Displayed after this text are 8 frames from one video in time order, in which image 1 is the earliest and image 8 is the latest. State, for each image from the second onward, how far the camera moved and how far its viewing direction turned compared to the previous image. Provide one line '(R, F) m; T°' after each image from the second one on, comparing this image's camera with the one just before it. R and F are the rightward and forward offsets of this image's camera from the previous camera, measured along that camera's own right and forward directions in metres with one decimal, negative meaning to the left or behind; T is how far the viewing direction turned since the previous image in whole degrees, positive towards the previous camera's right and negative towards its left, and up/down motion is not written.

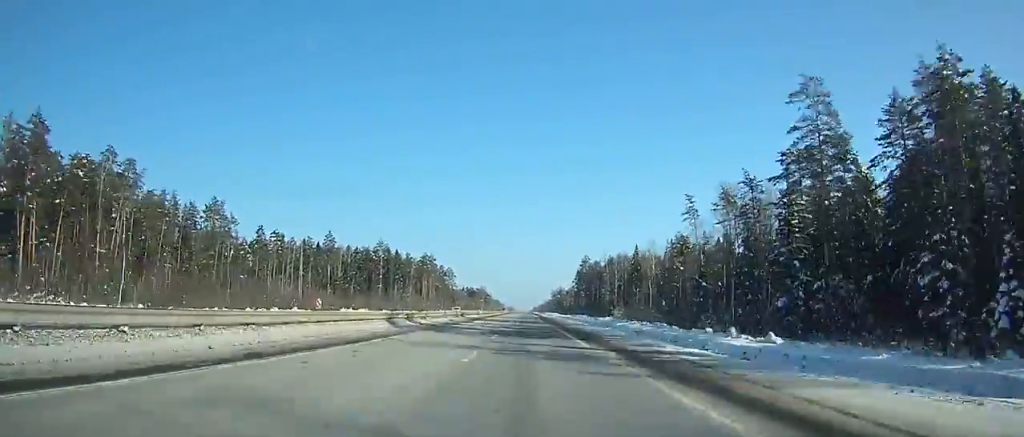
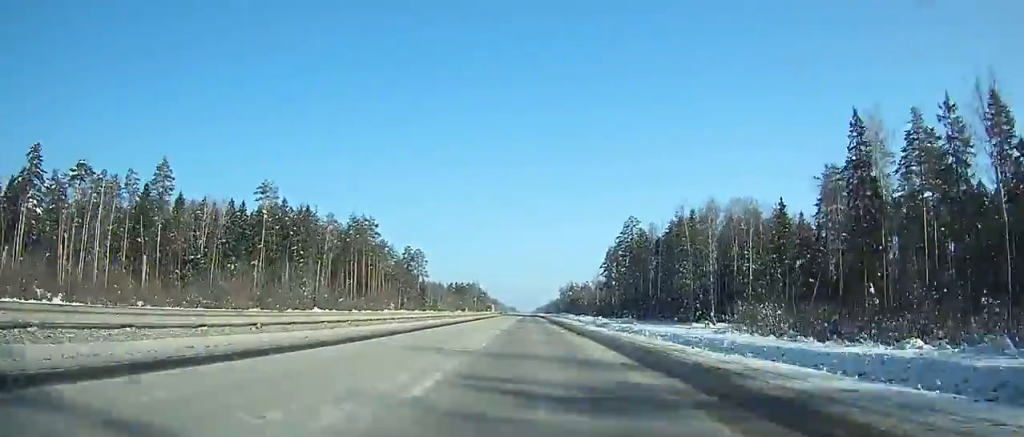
(+0.5, +113.6) m; -2°
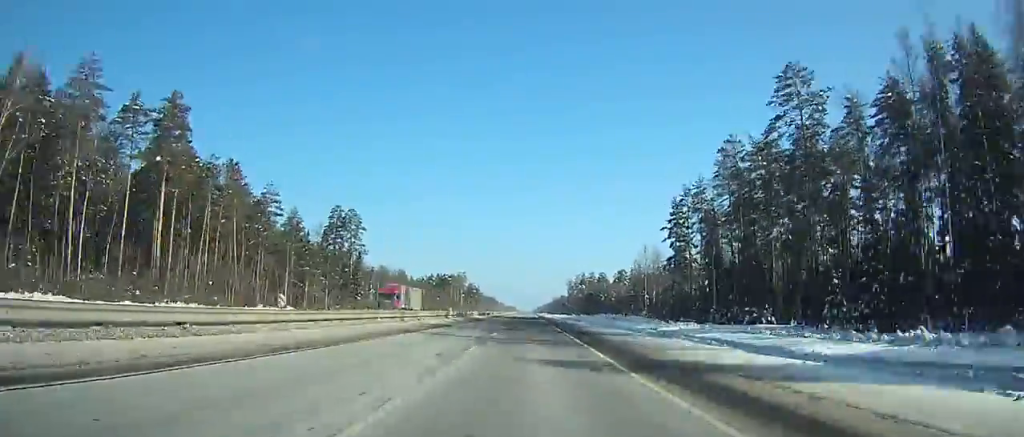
(-3.2, +101.7) m; 0°
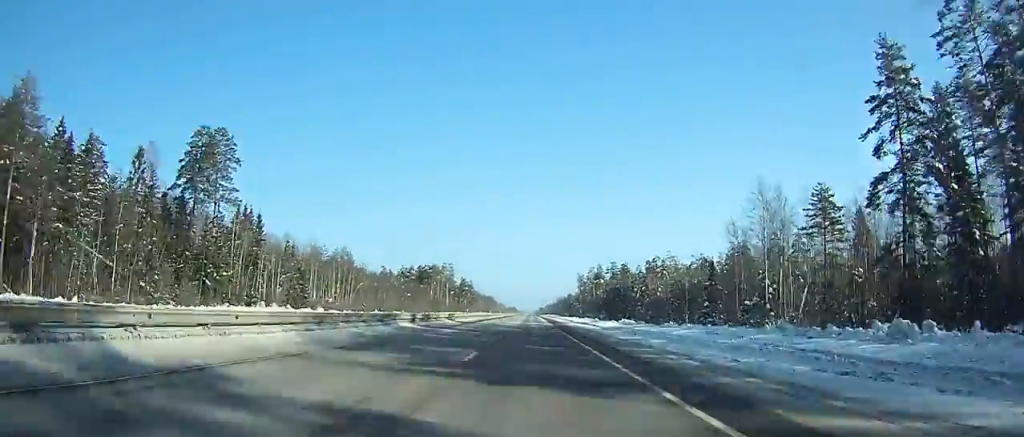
(+1.5, +74.7) m; +1°
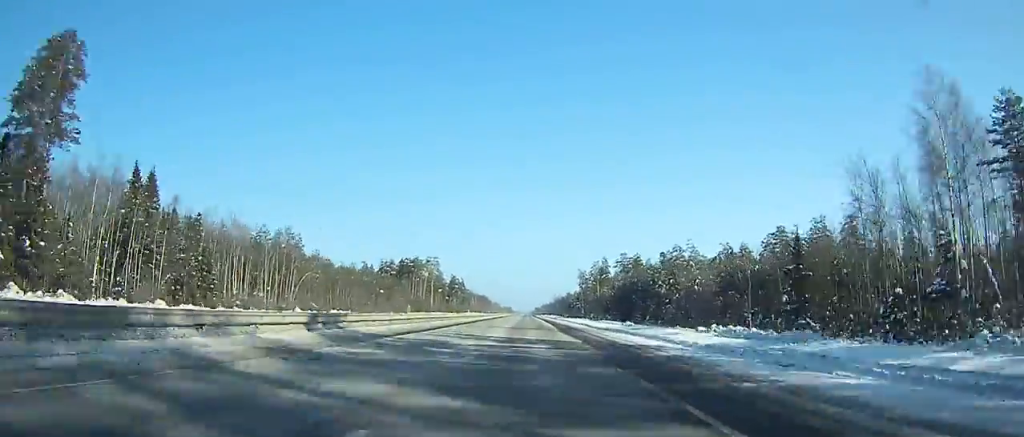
(0.0, +35.8) m; 0°
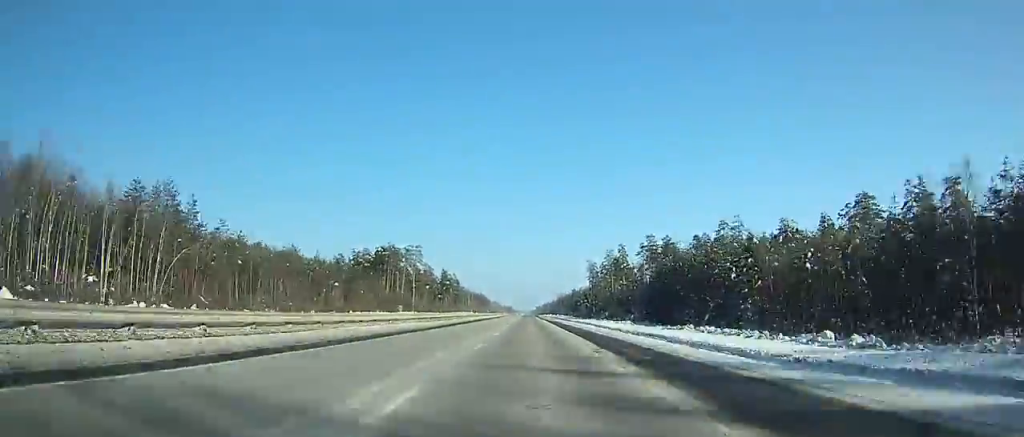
(0.0, +44.8) m; 0°
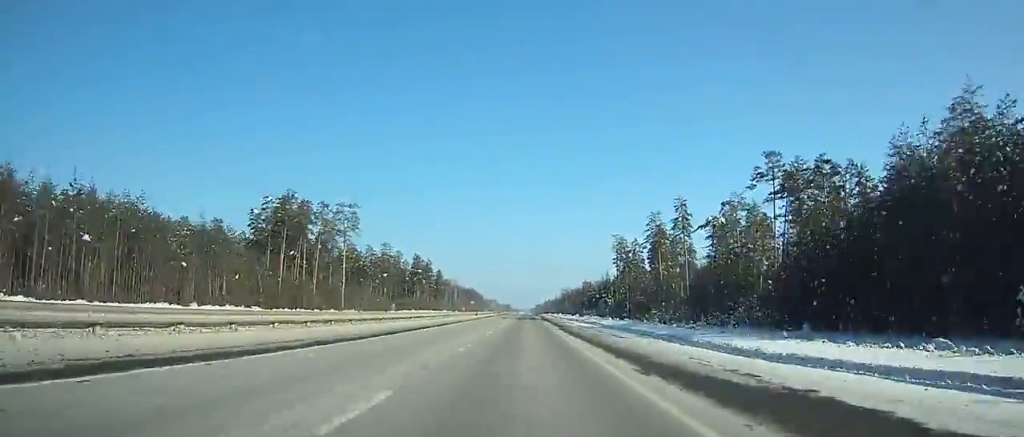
(+0.1, +83.3) m; 0°
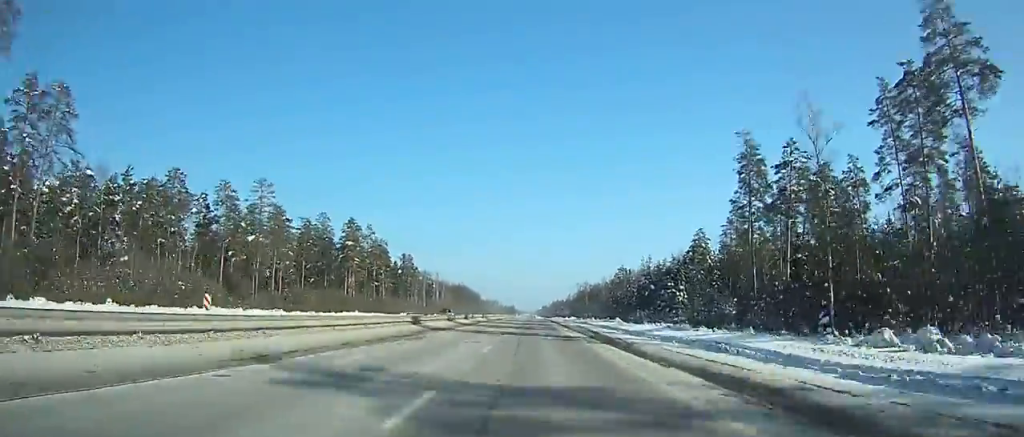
(-0.6, +109.1) m; 0°
